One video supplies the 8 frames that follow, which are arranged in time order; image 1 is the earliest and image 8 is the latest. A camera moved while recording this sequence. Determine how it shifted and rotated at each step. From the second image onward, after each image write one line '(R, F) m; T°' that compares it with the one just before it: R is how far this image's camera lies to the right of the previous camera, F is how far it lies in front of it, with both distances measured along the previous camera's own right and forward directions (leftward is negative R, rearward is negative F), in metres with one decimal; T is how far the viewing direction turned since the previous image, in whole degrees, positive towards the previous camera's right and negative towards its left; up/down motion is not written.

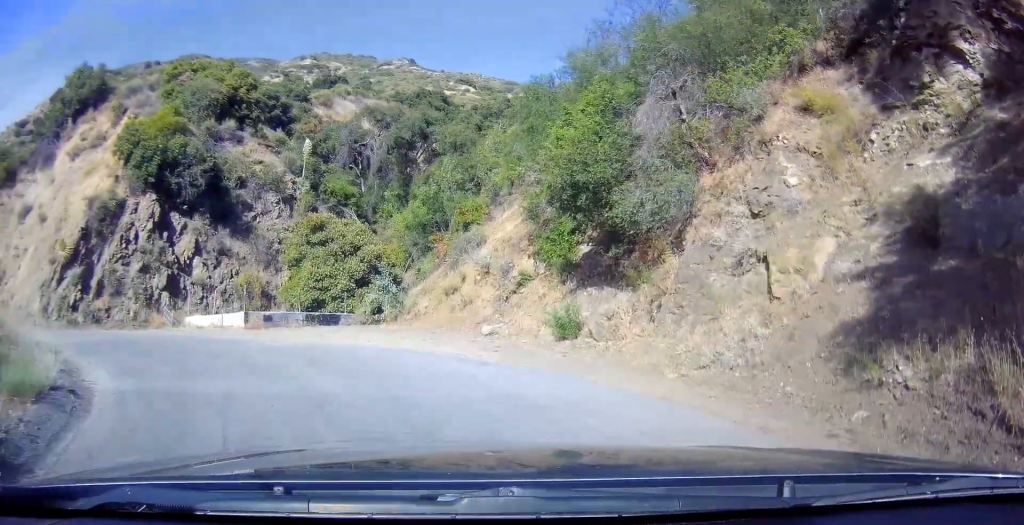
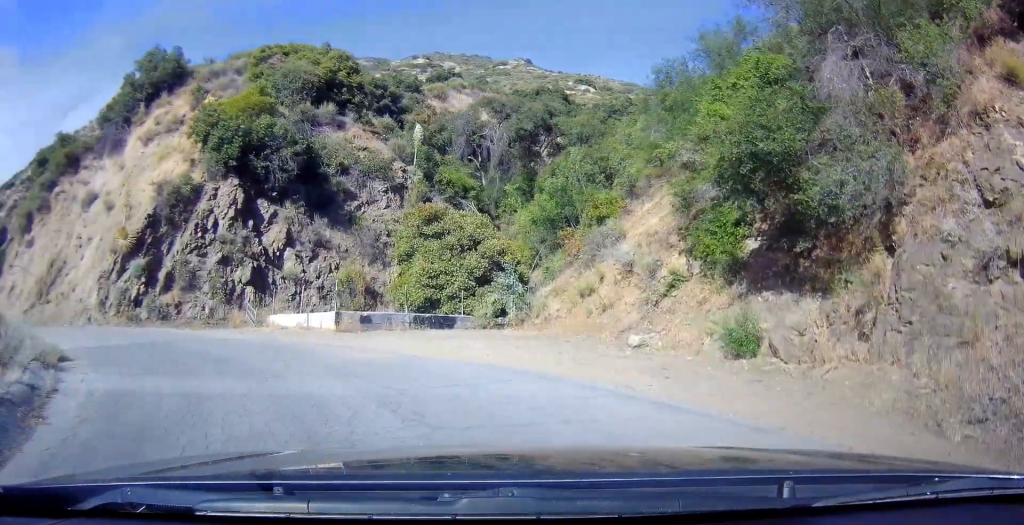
(-1.0, +4.1) m; -11°
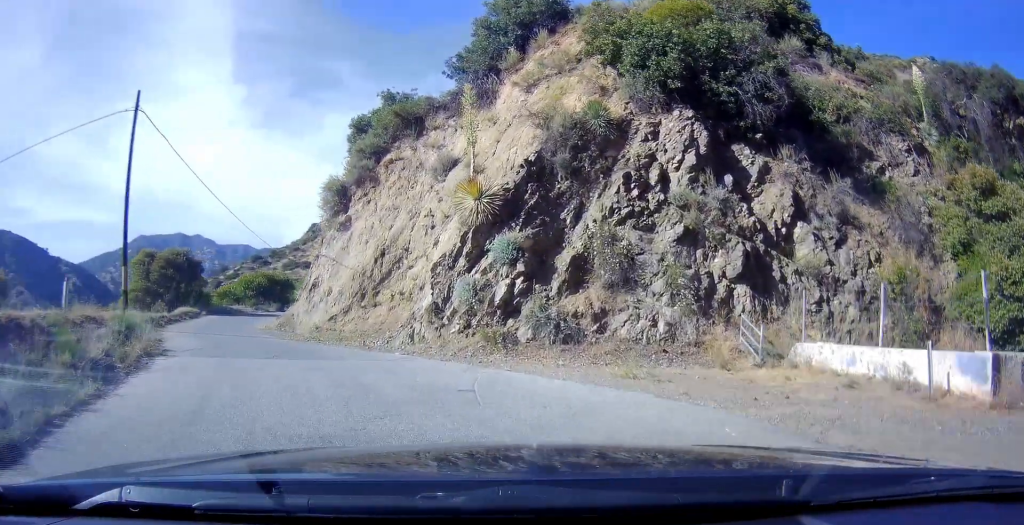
(-3.9, +13.5) m; -28°
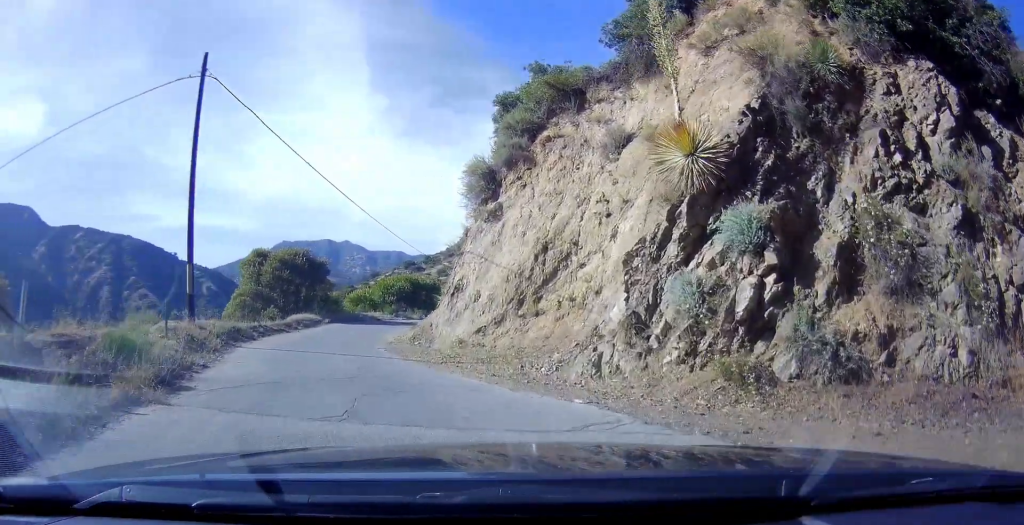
(+0.1, +5.0) m; -11°
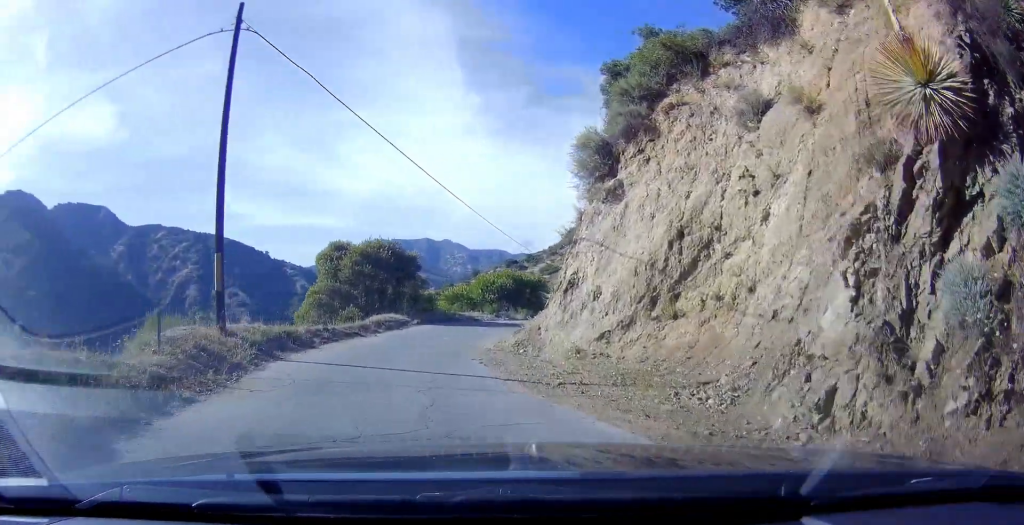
(-0.6, +3.6) m; -7°
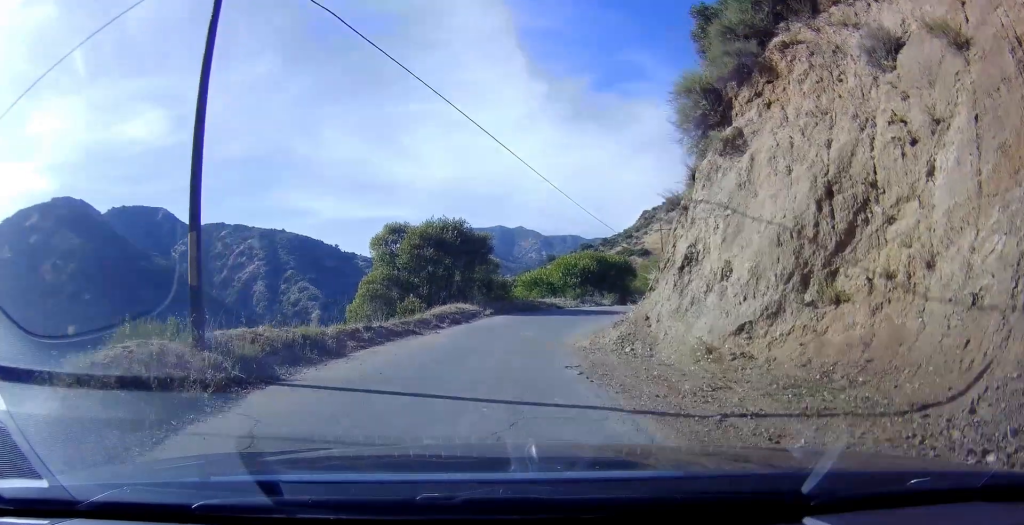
(-0.5, +4.0) m; -7°
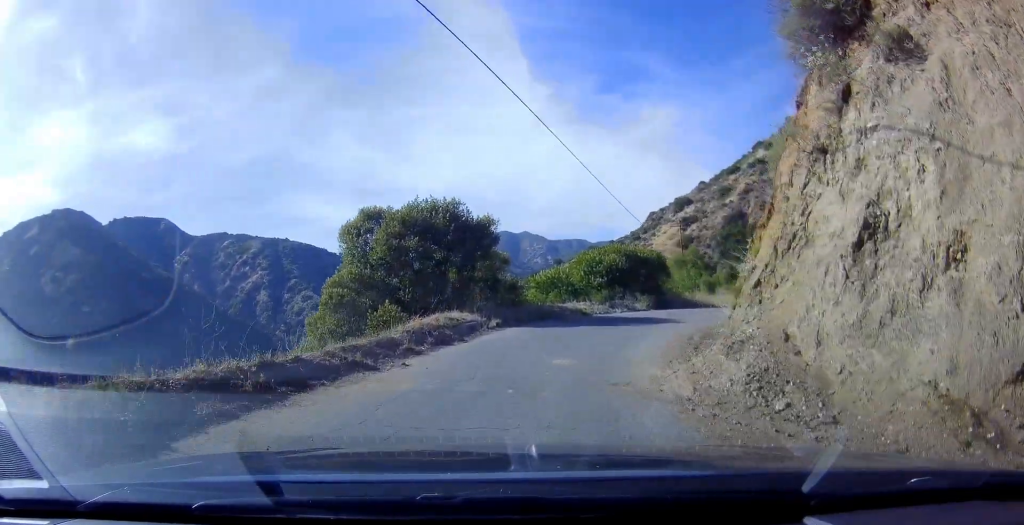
(-0.4, +6.4) m; -4°
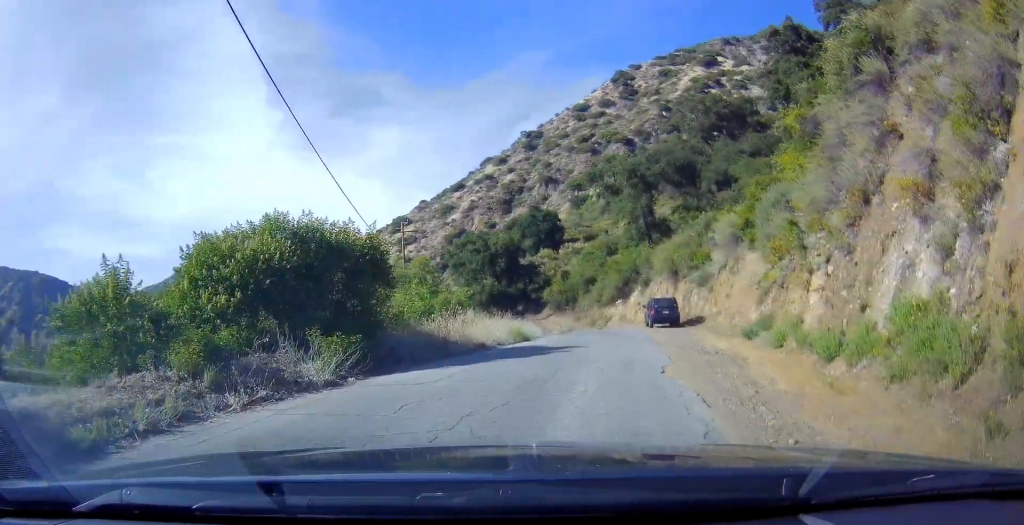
(+1.2, +20.5) m; +13°
